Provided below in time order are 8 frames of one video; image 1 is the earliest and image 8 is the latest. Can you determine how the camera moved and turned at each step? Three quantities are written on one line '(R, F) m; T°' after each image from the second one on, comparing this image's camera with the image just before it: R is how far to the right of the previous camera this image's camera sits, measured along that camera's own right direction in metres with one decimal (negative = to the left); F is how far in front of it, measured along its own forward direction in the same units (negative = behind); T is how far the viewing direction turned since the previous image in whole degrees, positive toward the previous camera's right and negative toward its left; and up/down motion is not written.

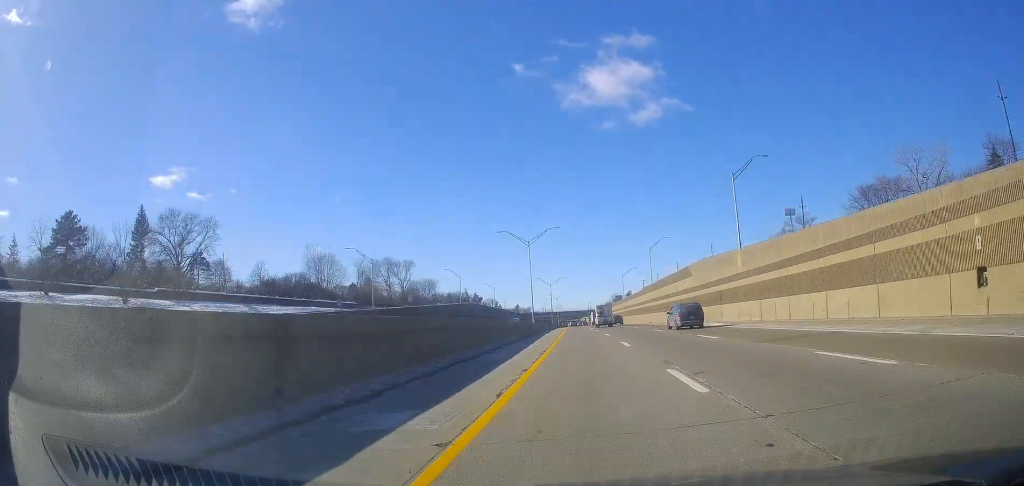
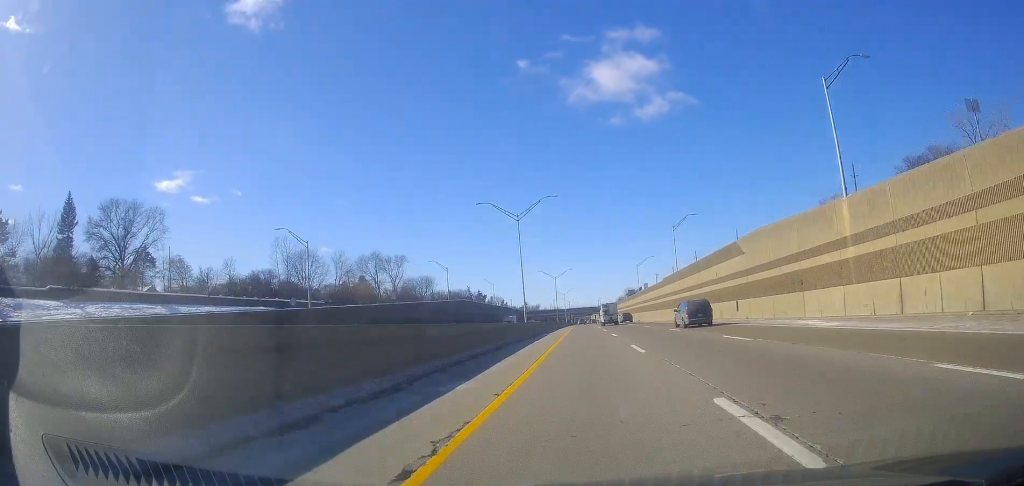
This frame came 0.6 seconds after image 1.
(-0.1, +20.4) m; 0°
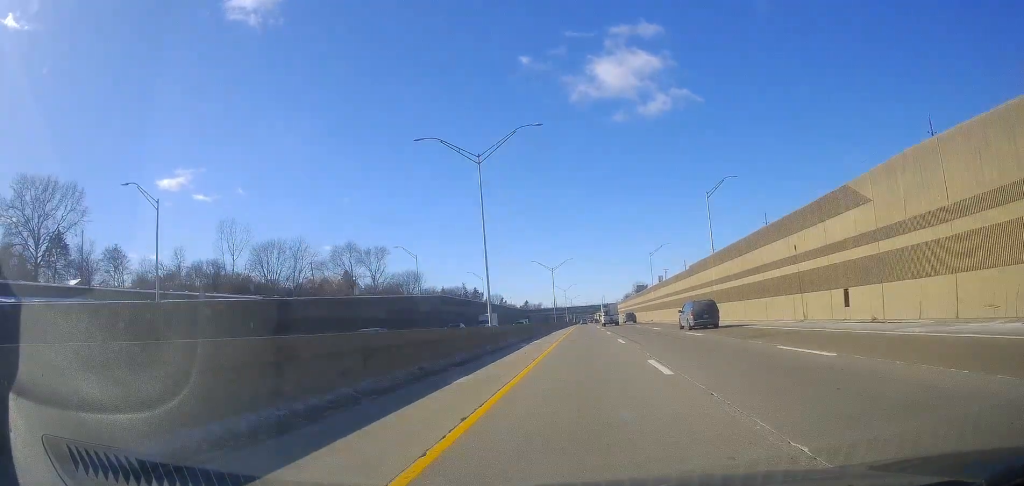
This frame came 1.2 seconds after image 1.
(-0.4, +22.9) m; 0°
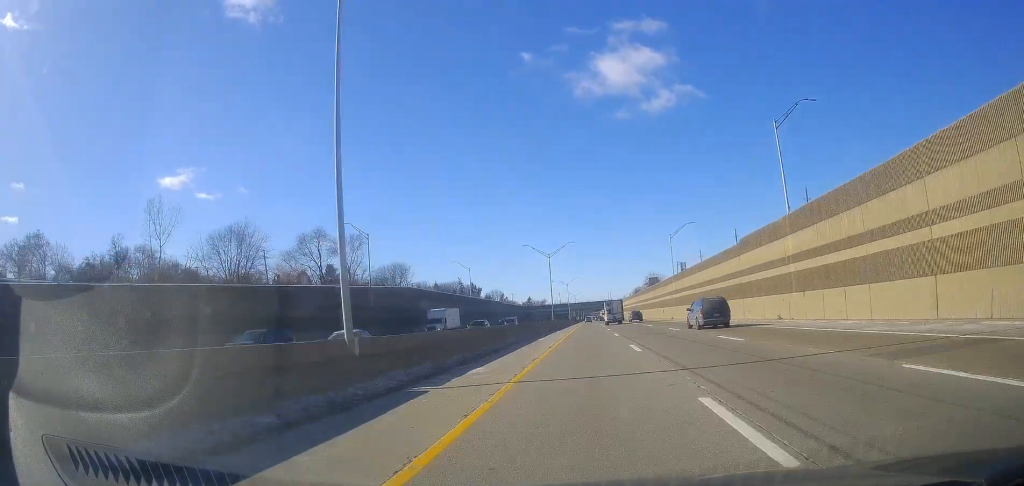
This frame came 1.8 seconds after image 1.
(+0.3, +22.9) m; 0°
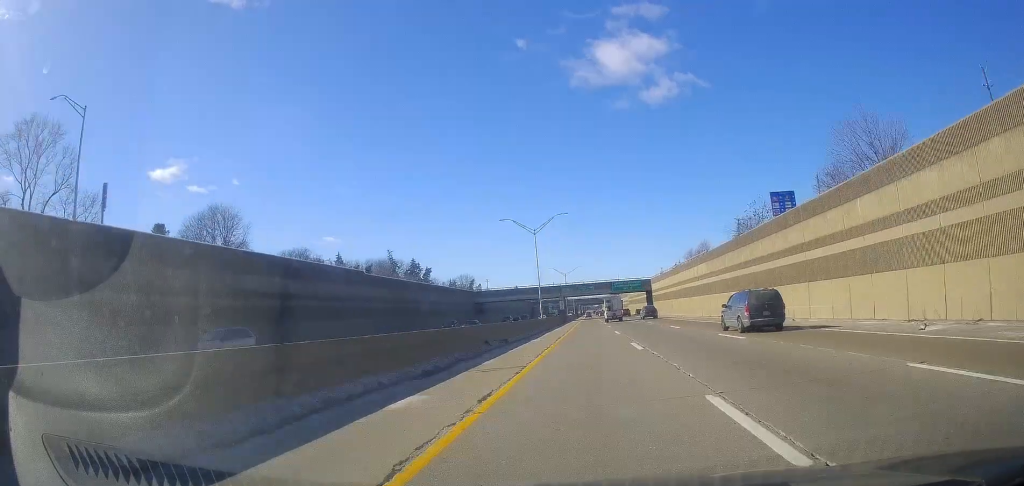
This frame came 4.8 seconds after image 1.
(+0.4, +107.2) m; 0°
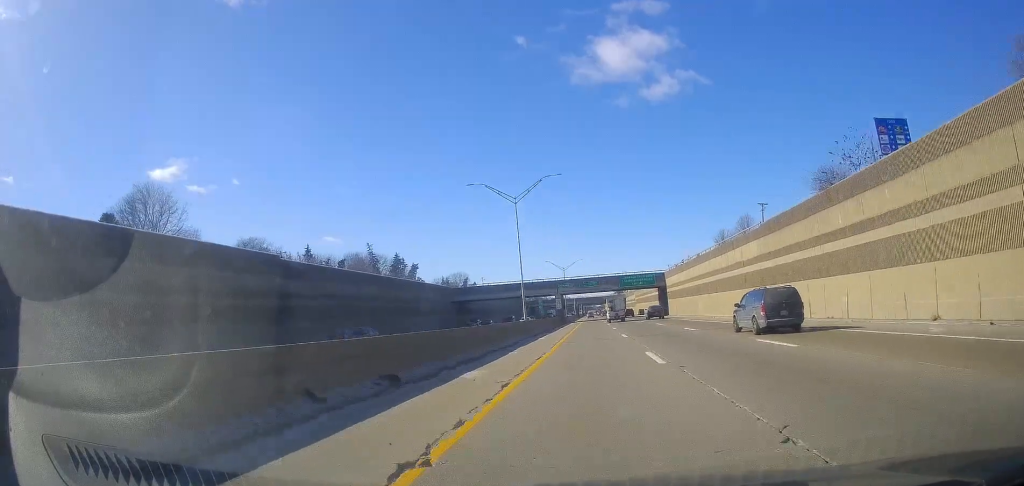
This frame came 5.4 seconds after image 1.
(0.0, +20.5) m; 0°
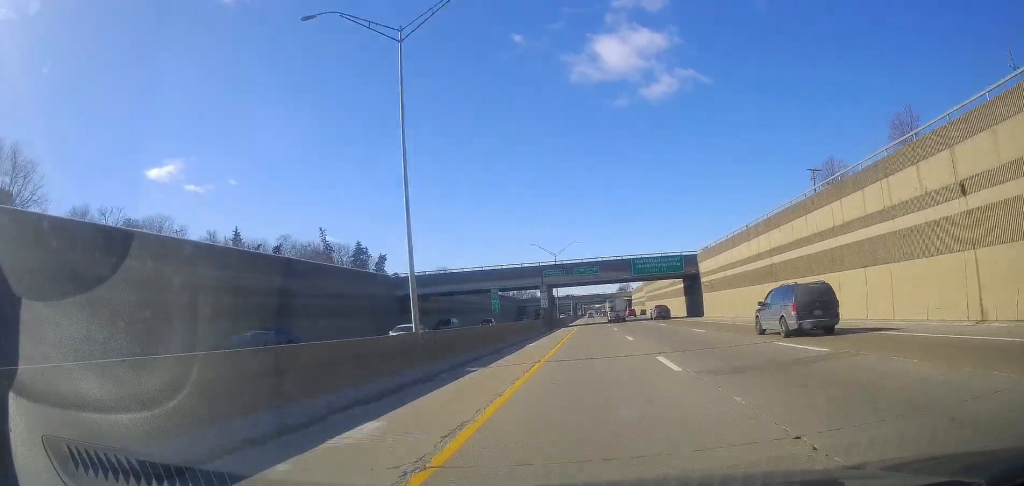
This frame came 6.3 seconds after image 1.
(-0.5, +32.6) m; 0°
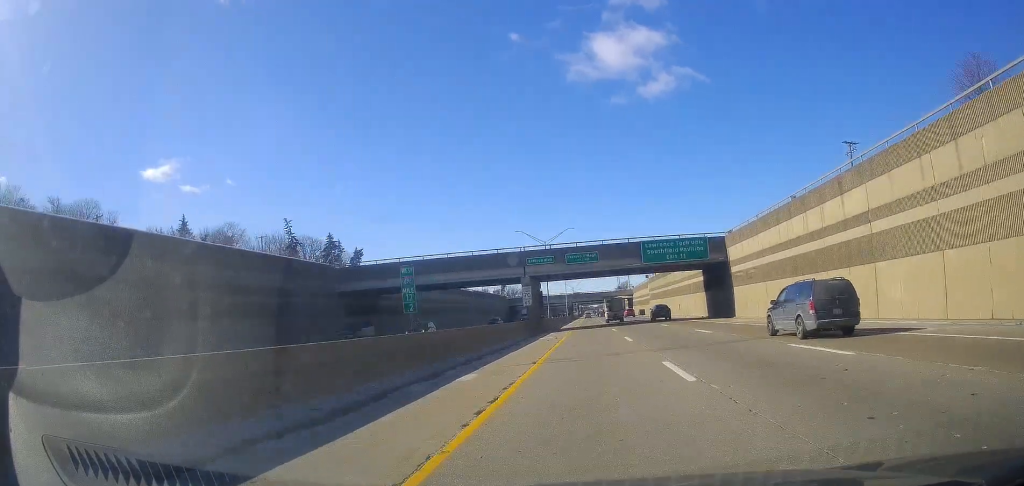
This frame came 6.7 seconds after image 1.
(+0.2, +17.0) m; 0°
